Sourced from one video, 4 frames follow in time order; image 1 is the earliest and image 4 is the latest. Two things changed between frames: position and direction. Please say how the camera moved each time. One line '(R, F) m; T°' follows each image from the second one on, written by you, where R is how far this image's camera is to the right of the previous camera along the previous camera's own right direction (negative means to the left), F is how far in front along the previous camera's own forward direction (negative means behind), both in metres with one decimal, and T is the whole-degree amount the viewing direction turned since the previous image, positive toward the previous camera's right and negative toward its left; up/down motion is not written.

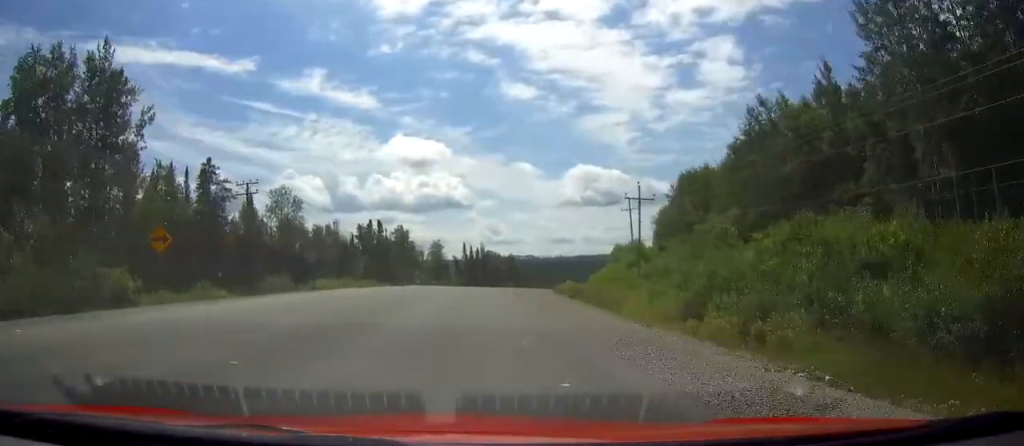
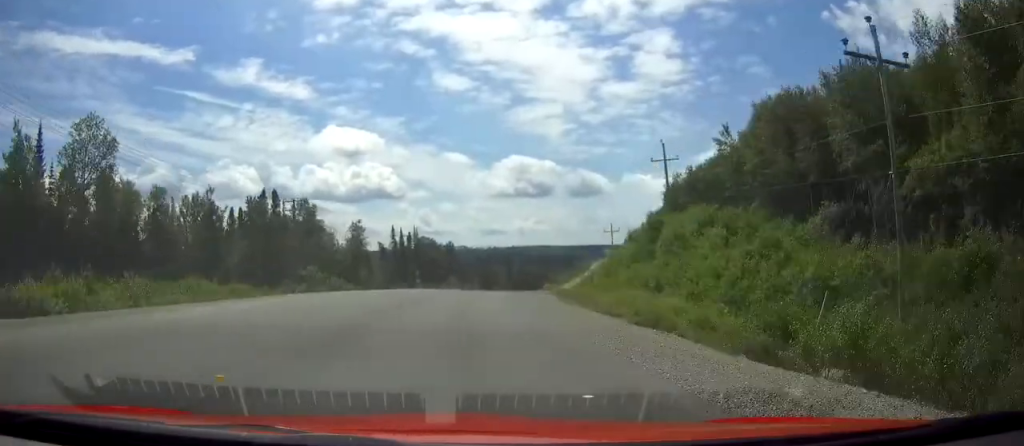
(+1.6, +38.7) m; +5°
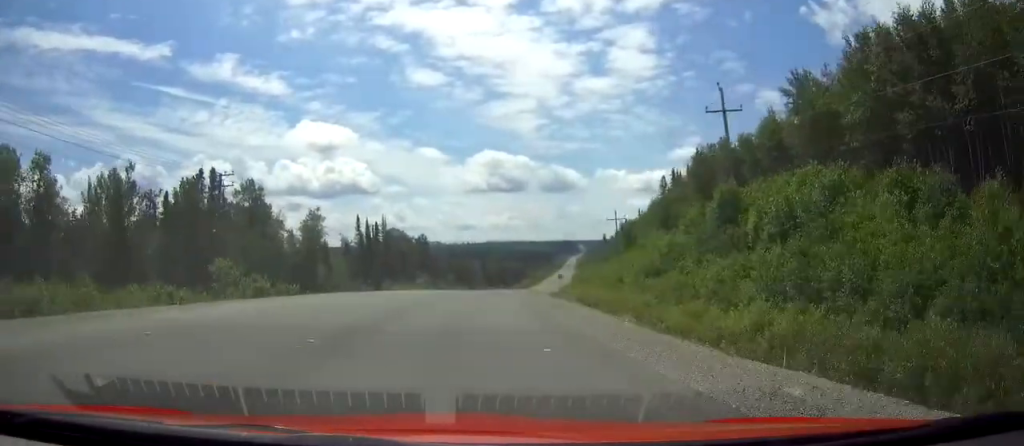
(+0.5, +17.4) m; +2°
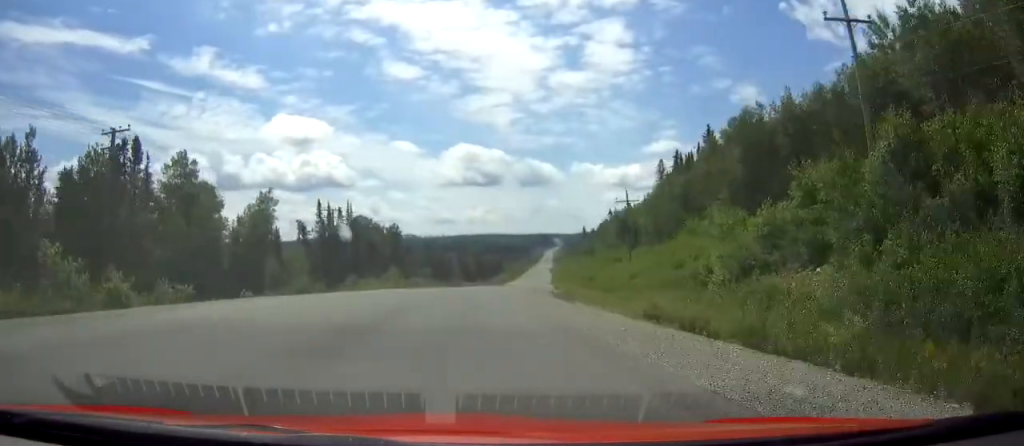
(+0.2, +16.4) m; +2°
